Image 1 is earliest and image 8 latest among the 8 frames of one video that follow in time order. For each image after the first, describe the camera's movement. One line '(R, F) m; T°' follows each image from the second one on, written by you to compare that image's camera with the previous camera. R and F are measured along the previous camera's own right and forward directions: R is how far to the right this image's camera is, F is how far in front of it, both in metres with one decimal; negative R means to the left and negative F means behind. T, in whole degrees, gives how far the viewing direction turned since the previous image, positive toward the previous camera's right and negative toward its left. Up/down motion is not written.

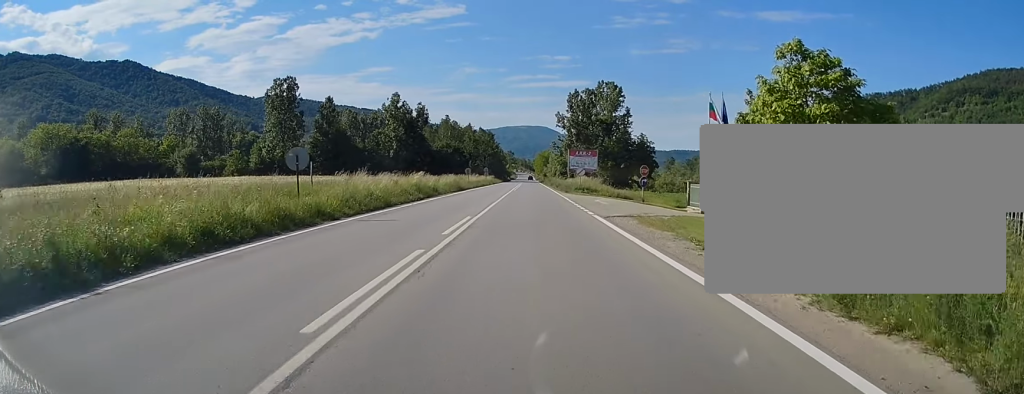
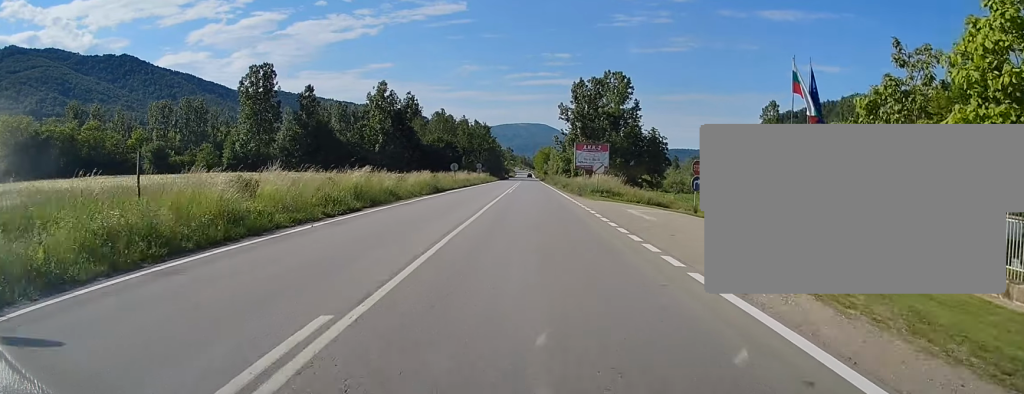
(+0.2, +14.8) m; 0°
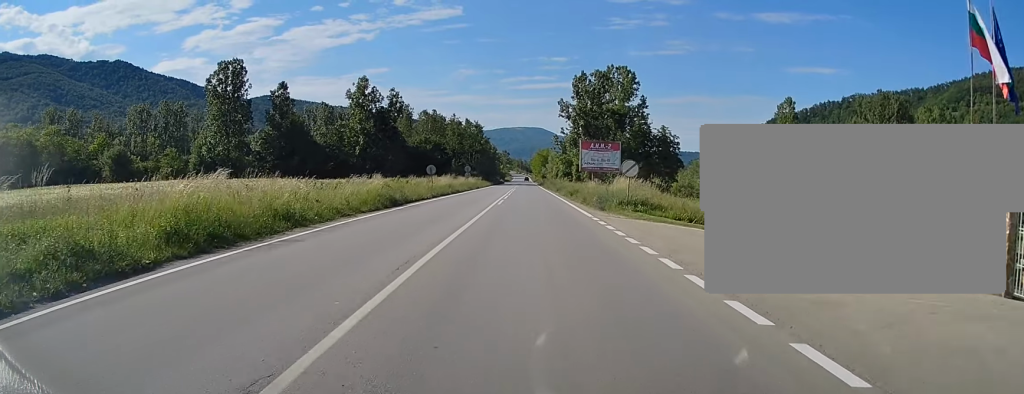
(0.0, +14.1) m; 0°
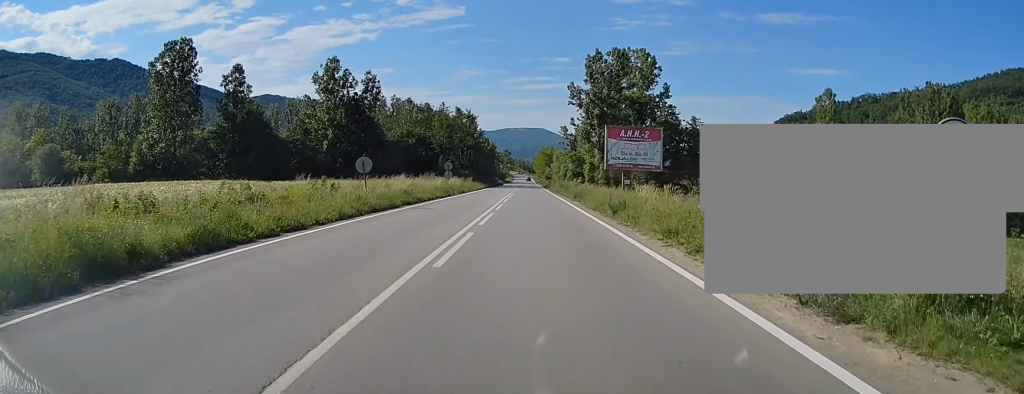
(0.0, +22.3) m; 0°
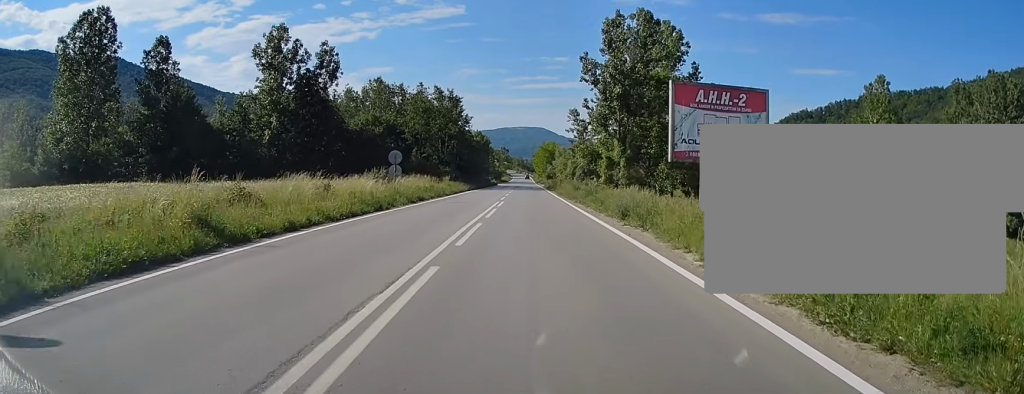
(+0.2, +24.1) m; 0°
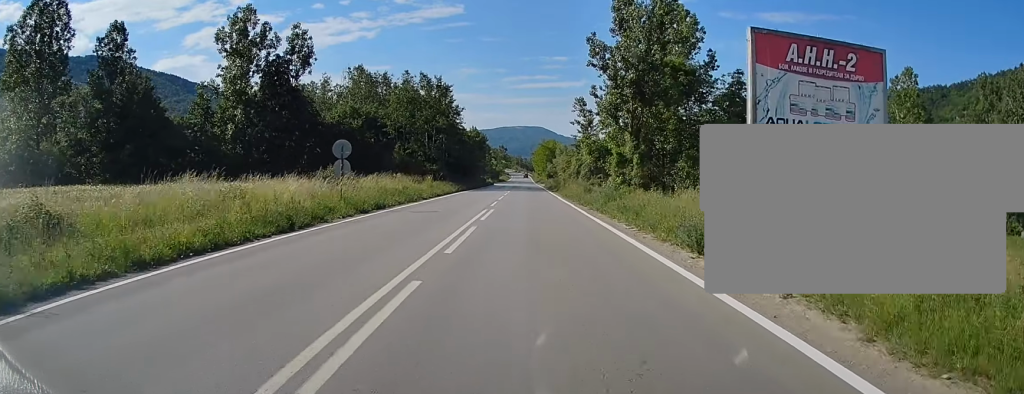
(0.0, +10.5) m; 0°
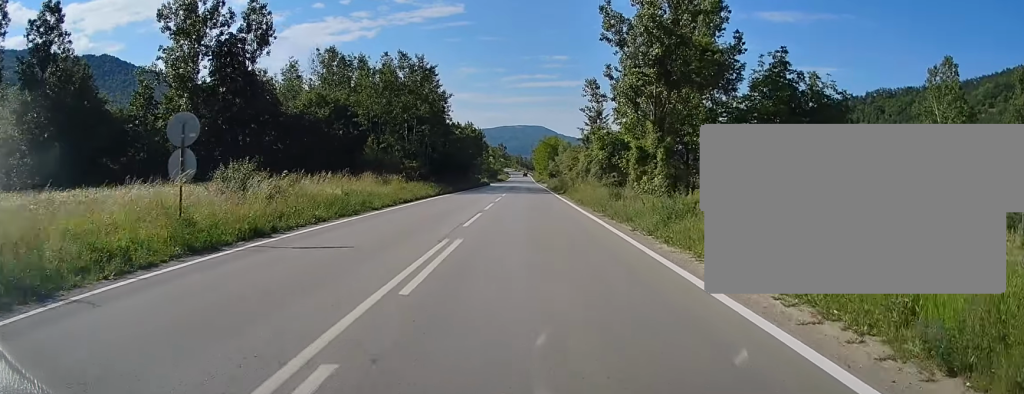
(0.0, +12.7) m; 0°
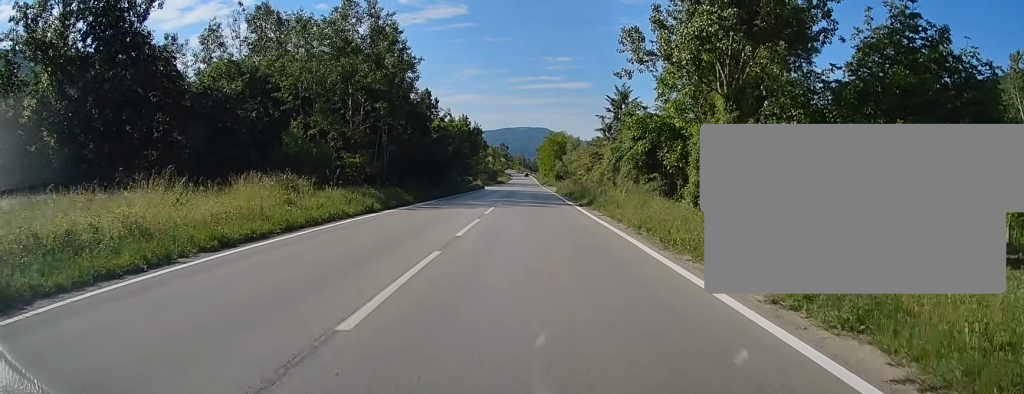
(0.0, +20.7) m; 0°
